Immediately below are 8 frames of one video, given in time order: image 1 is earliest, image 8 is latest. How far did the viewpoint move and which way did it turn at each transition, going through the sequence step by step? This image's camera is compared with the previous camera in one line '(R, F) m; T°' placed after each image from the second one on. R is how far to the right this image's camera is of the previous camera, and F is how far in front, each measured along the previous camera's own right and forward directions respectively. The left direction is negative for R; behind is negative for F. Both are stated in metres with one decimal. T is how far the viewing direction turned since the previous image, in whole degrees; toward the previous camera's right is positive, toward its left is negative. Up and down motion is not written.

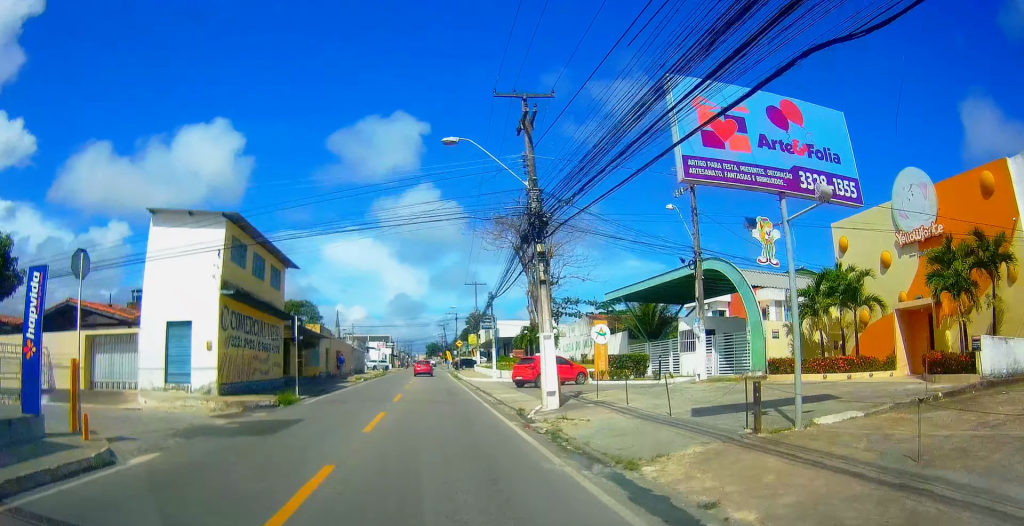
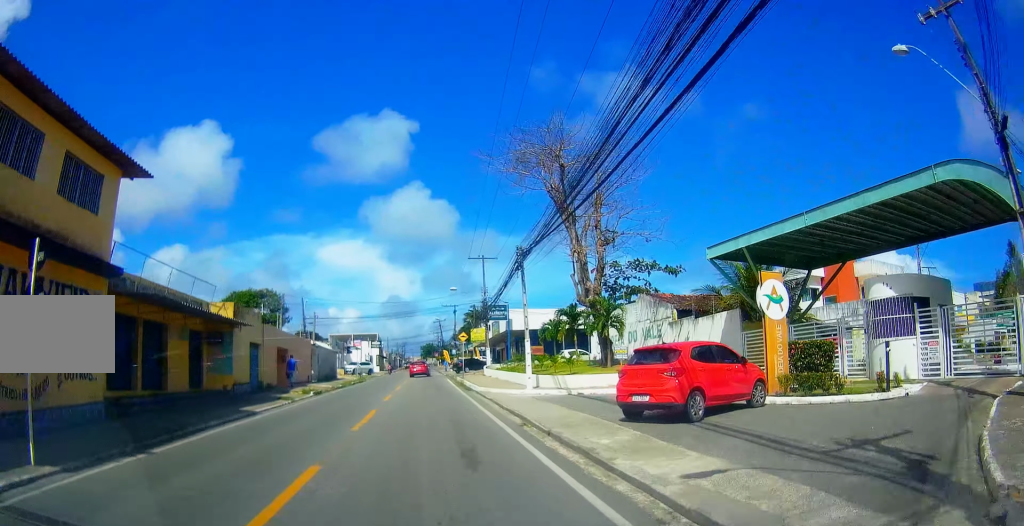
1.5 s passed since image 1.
(-0.5, +16.9) m; 0°
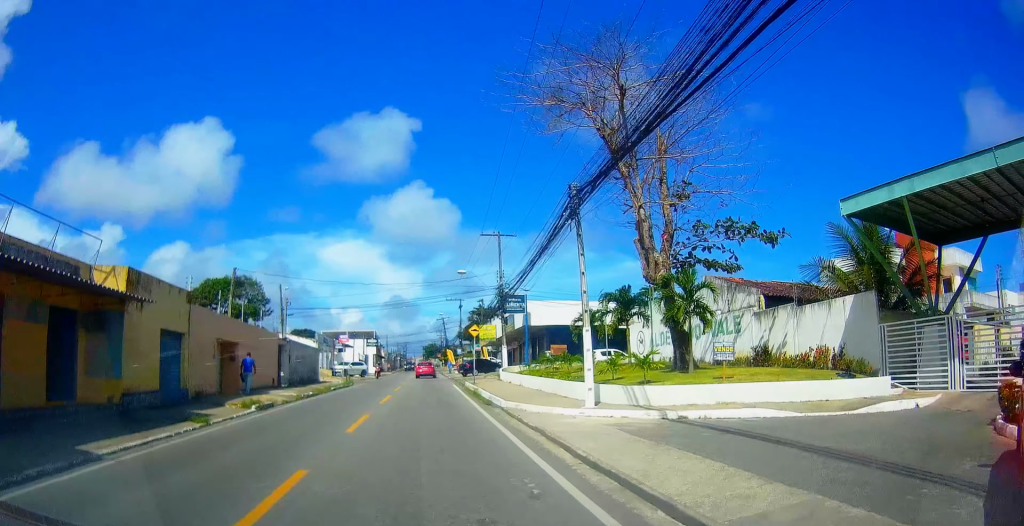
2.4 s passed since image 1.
(+0.5, +9.6) m; 0°
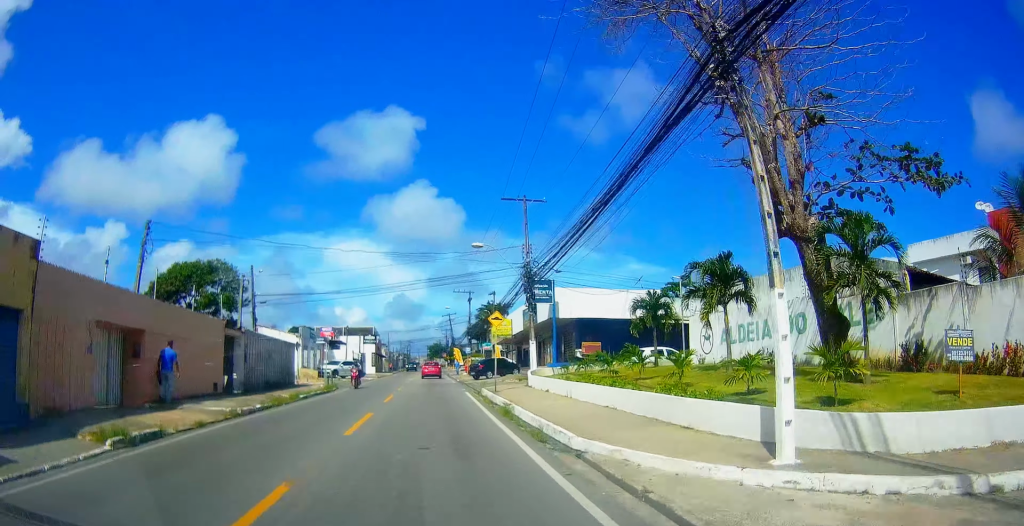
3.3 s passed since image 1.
(-0.2, +9.4) m; -2°
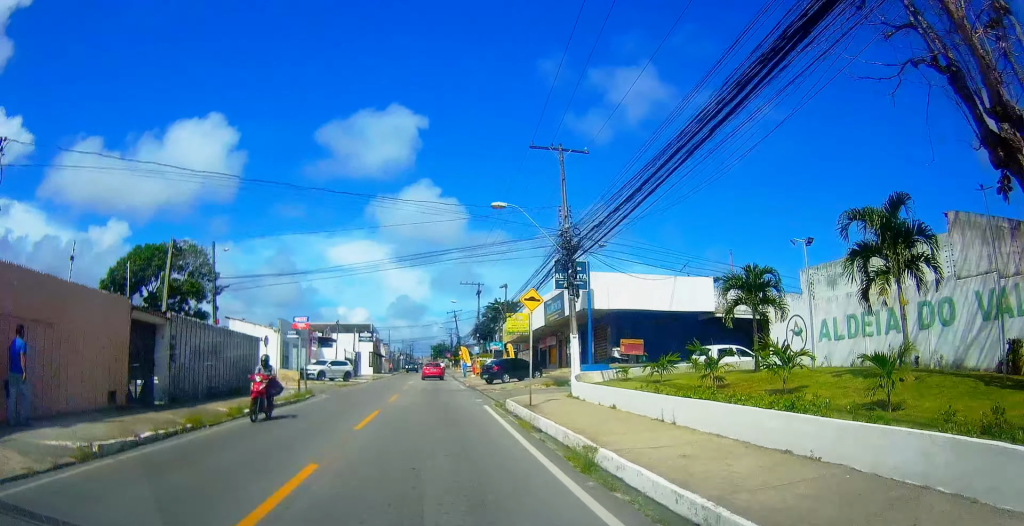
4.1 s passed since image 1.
(-0.2, +8.2) m; -1°
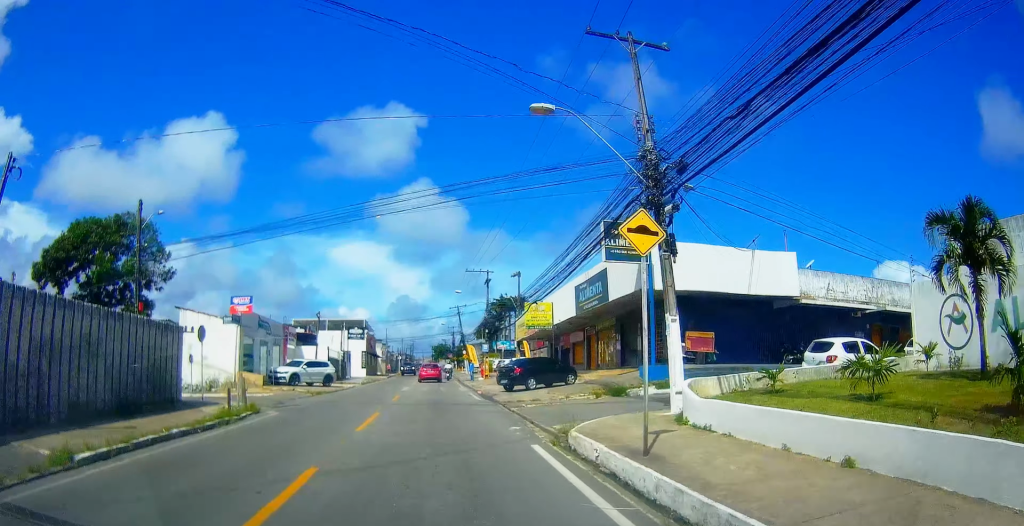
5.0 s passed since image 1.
(+0.1, +9.3) m; +2°
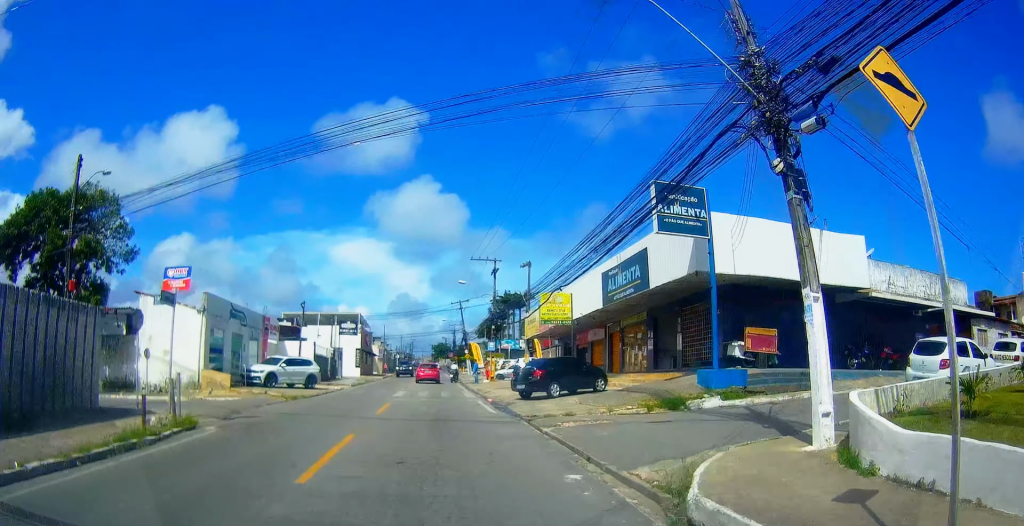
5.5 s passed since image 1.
(+0.1, +5.5) m; +1°
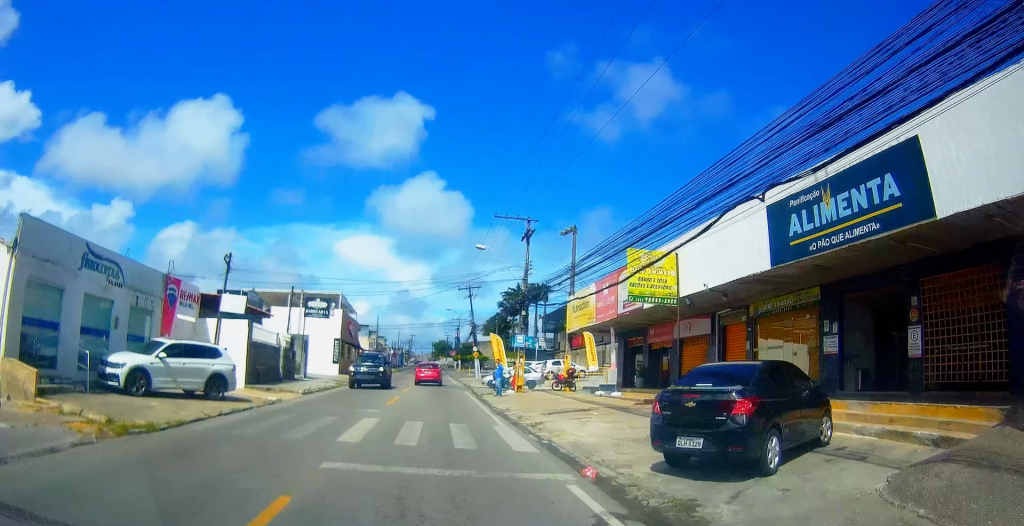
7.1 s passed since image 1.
(+0.4, +15.0) m; +2°
